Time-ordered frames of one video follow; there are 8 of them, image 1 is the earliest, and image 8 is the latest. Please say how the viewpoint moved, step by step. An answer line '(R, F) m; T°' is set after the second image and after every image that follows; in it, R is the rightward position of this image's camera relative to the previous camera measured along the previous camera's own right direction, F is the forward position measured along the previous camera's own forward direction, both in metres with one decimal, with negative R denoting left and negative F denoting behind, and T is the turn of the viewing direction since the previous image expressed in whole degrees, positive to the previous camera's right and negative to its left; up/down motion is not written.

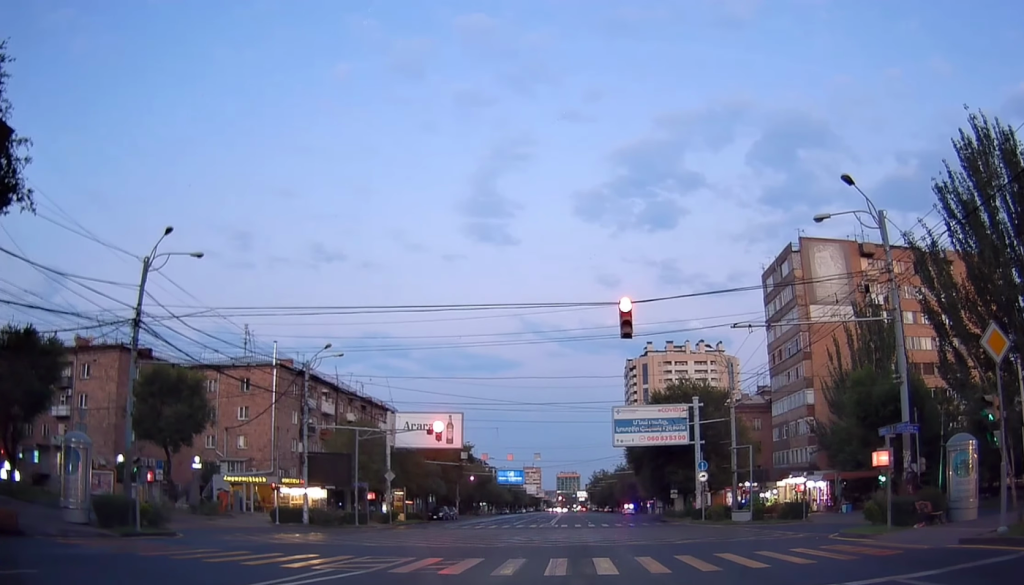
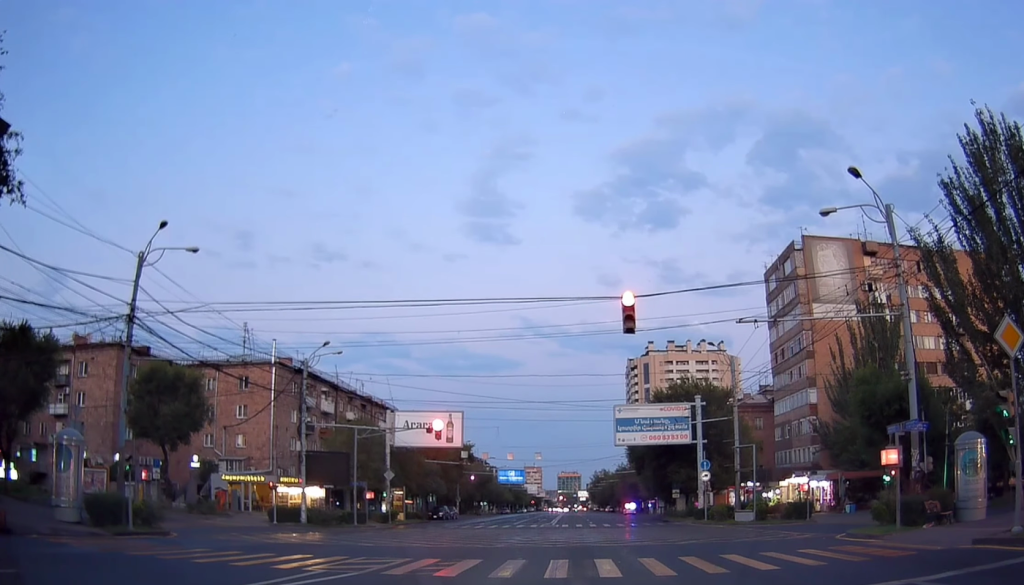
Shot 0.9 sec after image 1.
(+0.3, +0.6) m; 0°
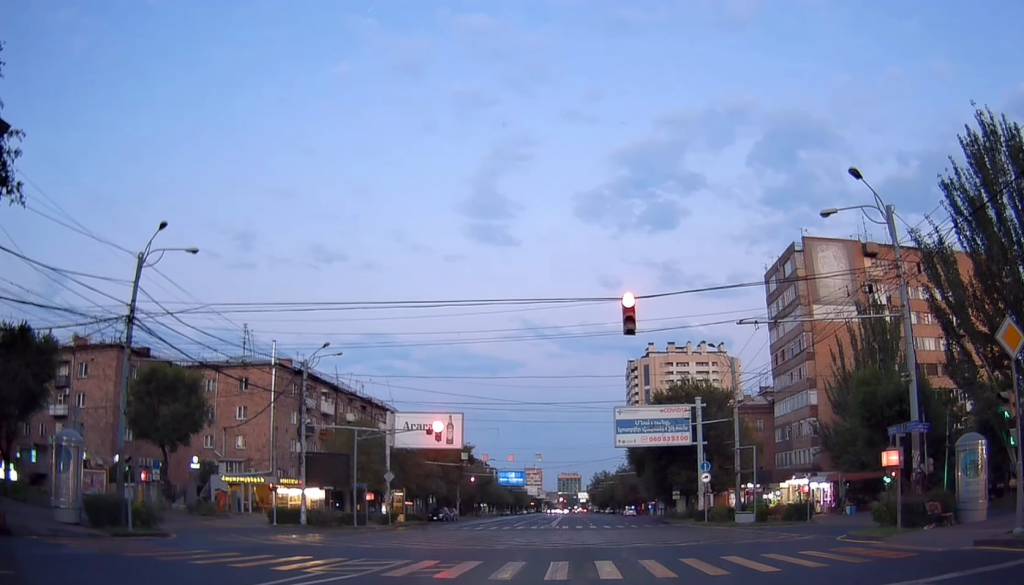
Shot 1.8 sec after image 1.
(+0.1, +0.2) m; 0°
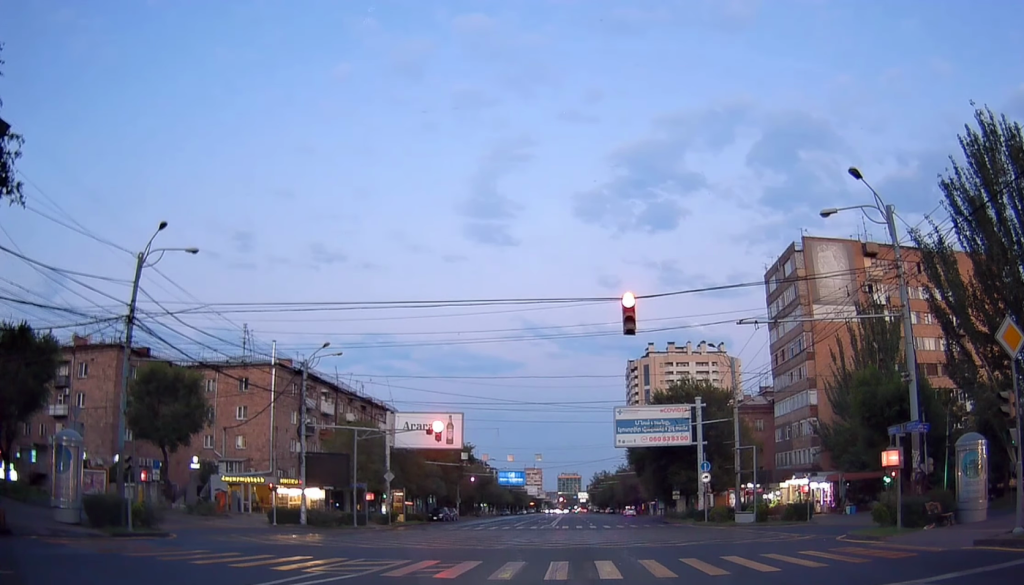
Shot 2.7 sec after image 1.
(0.0, +0.1) m; 0°
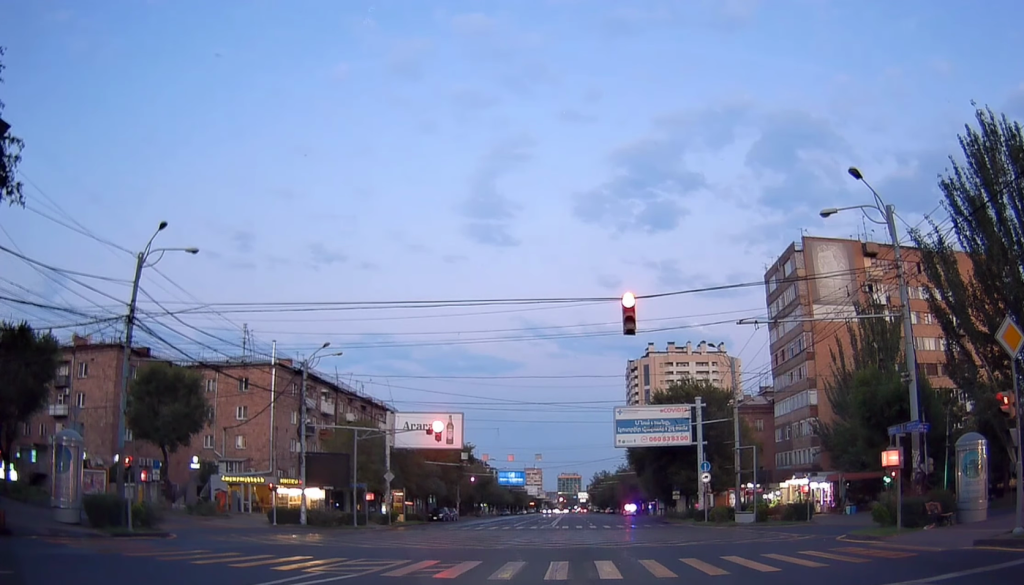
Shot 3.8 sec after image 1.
(0.0, +0.1) m; 0°
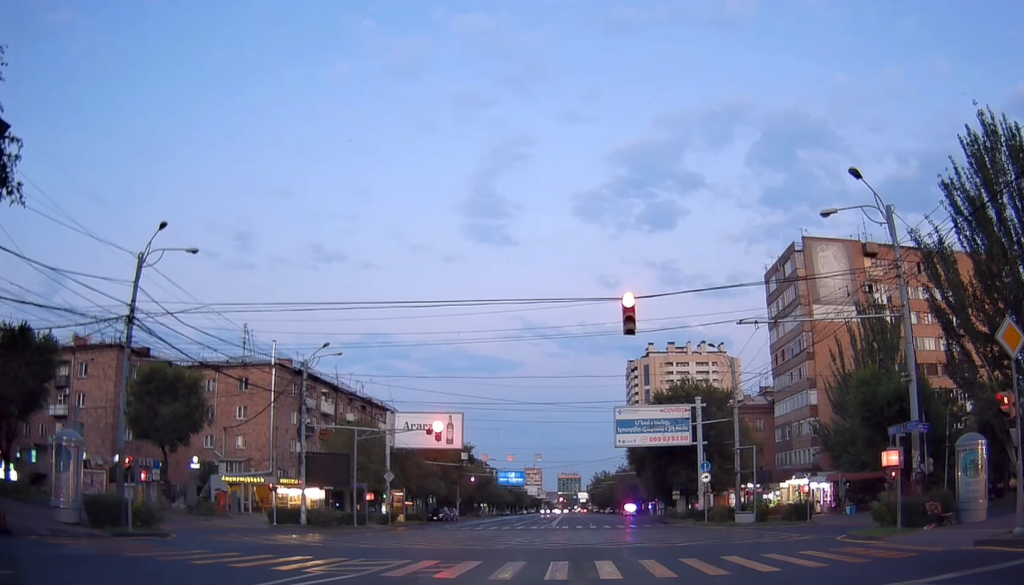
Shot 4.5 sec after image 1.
(0.0, 0.0) m; 0°
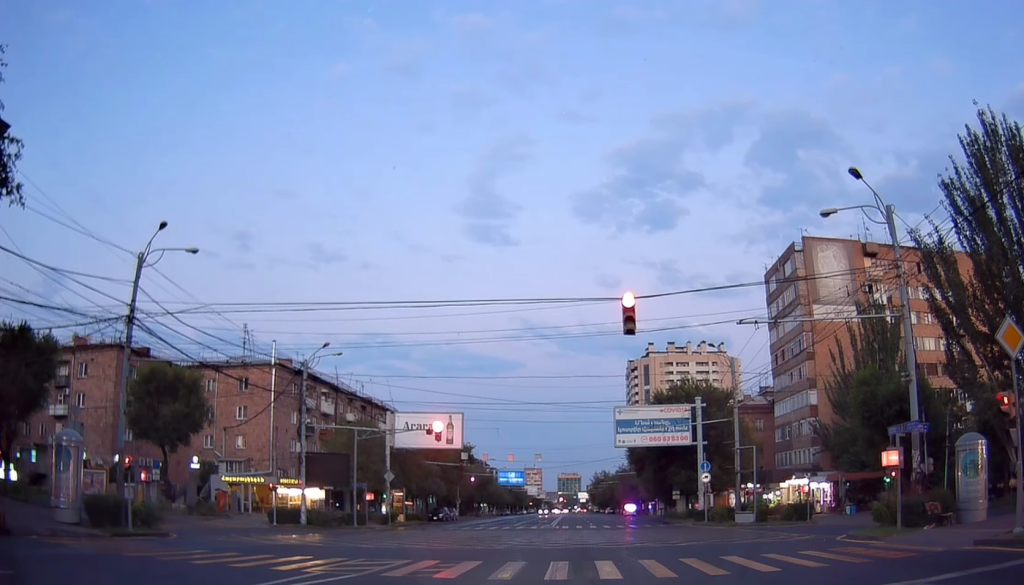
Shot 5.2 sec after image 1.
(0.0, 0.0) m; 0°
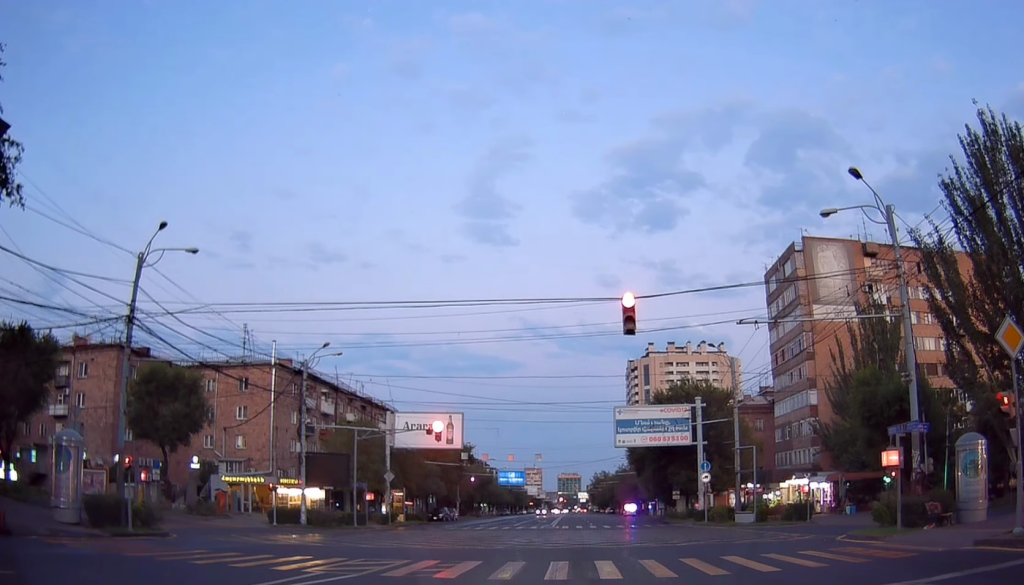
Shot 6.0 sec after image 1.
(0.0, 0.0) m; 0°
